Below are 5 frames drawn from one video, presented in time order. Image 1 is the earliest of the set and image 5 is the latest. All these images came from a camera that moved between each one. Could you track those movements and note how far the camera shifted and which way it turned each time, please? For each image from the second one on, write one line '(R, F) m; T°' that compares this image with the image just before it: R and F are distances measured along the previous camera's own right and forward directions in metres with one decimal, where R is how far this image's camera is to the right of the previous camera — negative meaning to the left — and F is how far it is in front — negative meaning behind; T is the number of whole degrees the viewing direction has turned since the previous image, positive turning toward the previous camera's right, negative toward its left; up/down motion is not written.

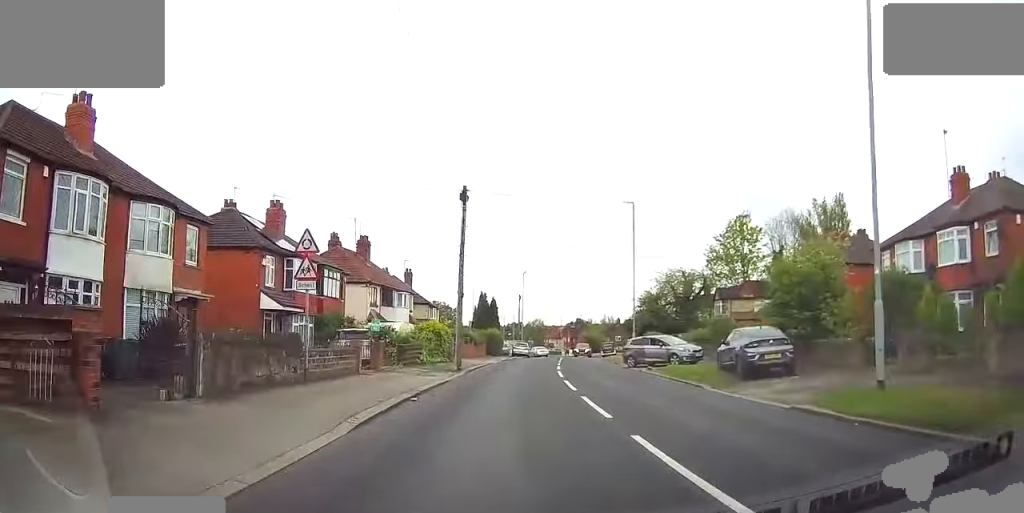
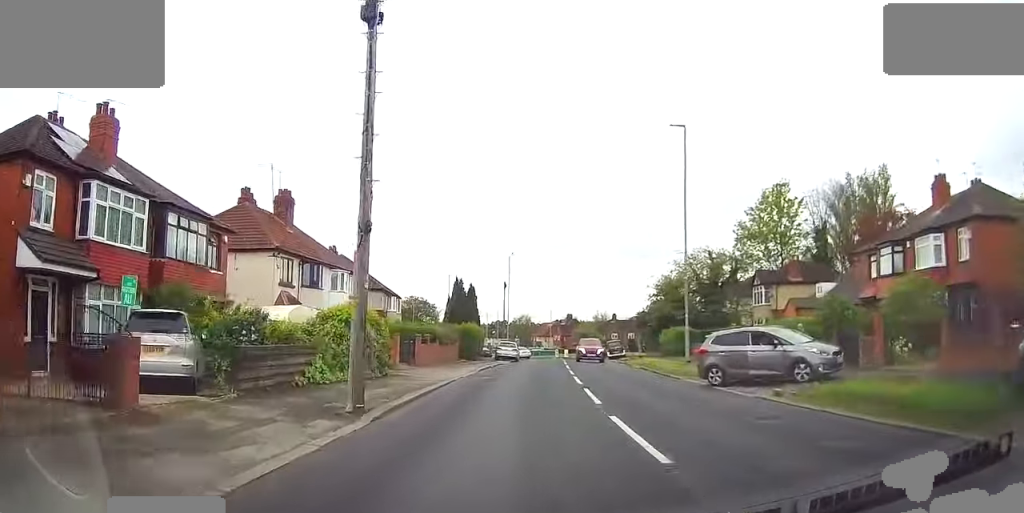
(0.0, +16.5) m; +2°
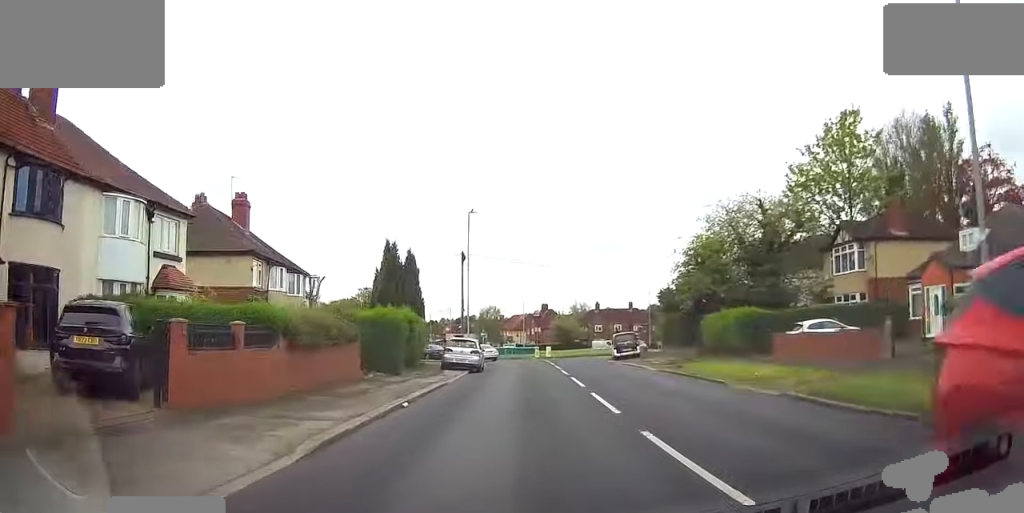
(+0.7, +20.4) m; +4°
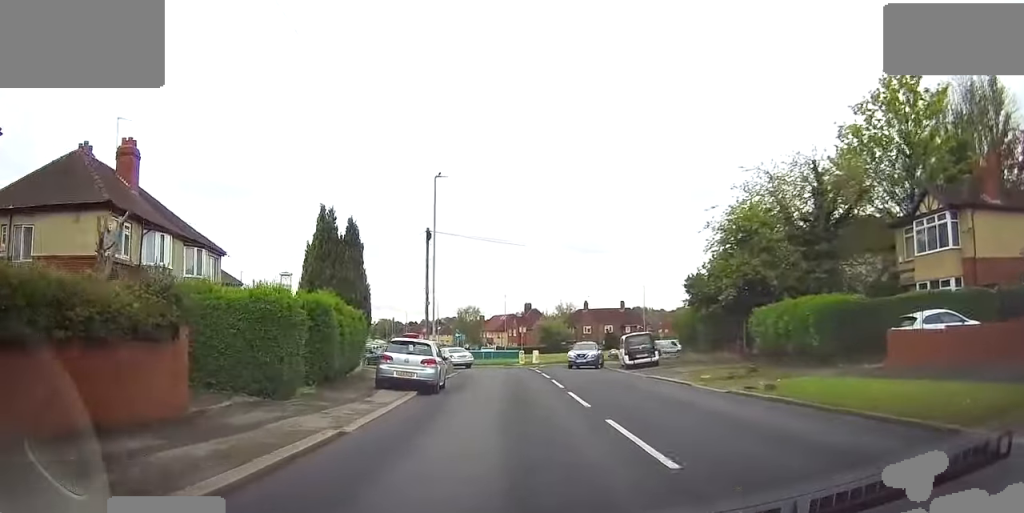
(+0.2, +10.8) m; 0°
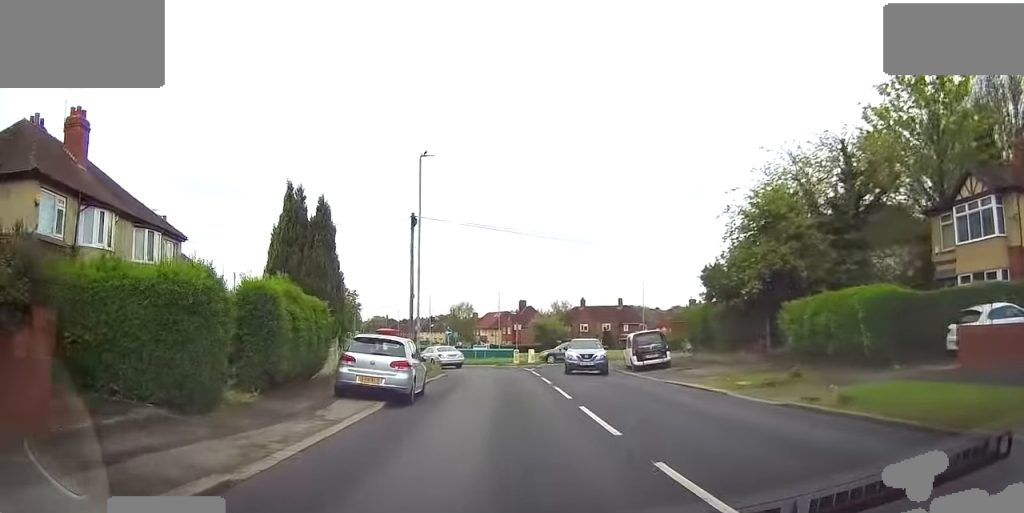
(0.0, +3.7) m; 0°
